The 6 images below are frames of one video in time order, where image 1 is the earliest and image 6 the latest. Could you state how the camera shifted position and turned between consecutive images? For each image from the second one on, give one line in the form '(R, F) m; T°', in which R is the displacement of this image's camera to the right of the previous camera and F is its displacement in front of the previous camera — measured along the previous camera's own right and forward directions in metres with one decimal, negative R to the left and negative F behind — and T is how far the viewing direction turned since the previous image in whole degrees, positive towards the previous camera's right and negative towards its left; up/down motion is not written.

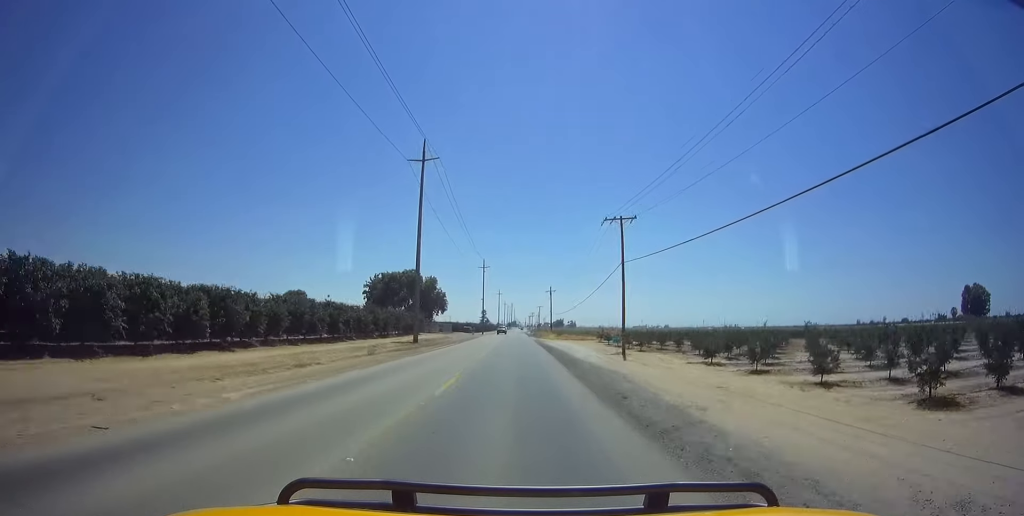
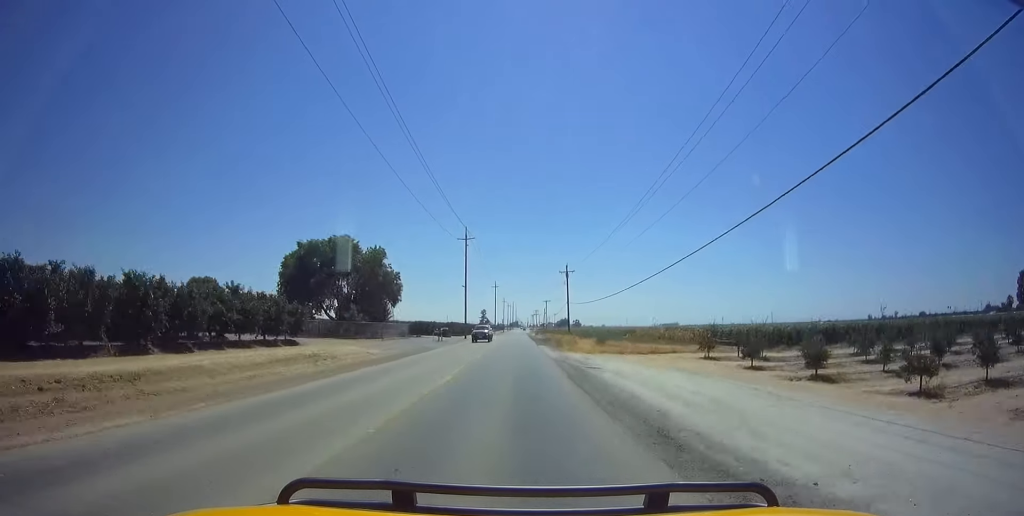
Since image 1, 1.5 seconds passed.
(+0.7, +42.9) m; +1°
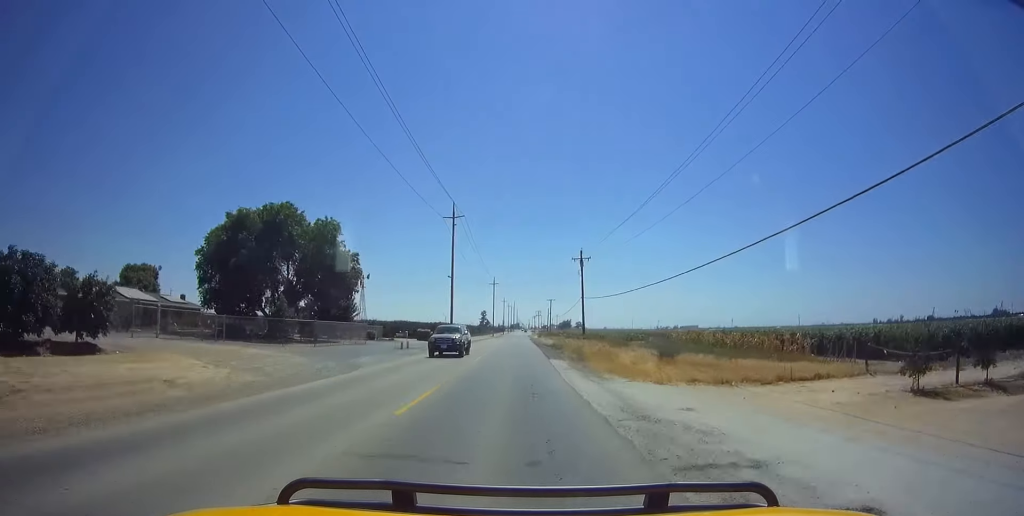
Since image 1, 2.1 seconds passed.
(0.0, +18.5) m; 0°
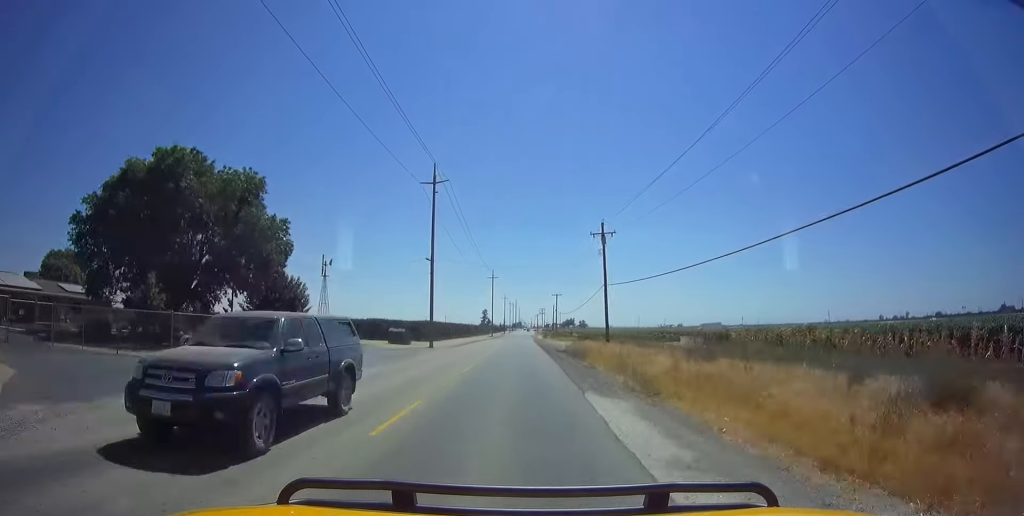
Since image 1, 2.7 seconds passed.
(0.0, +16.5) m; -1°
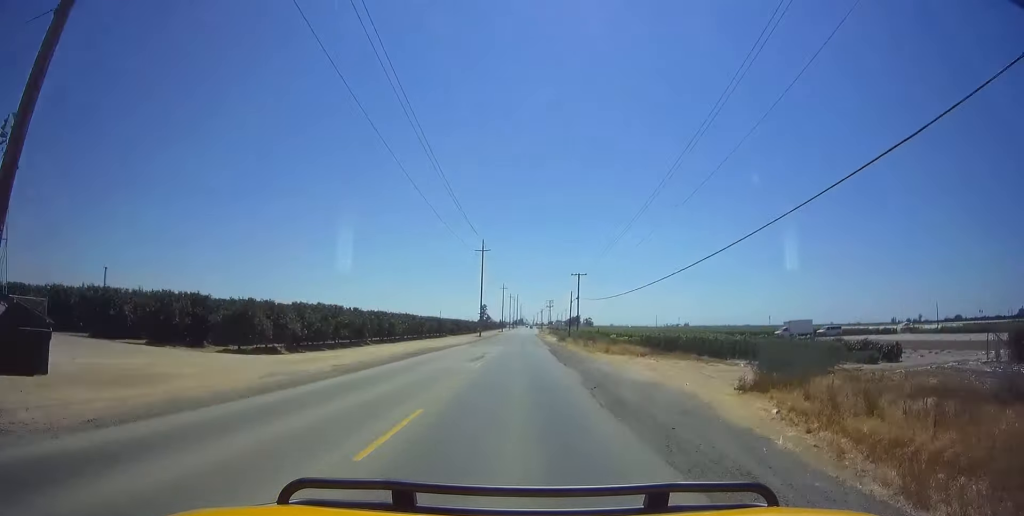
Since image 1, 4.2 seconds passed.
(-0.9, +45.5) m; -1°
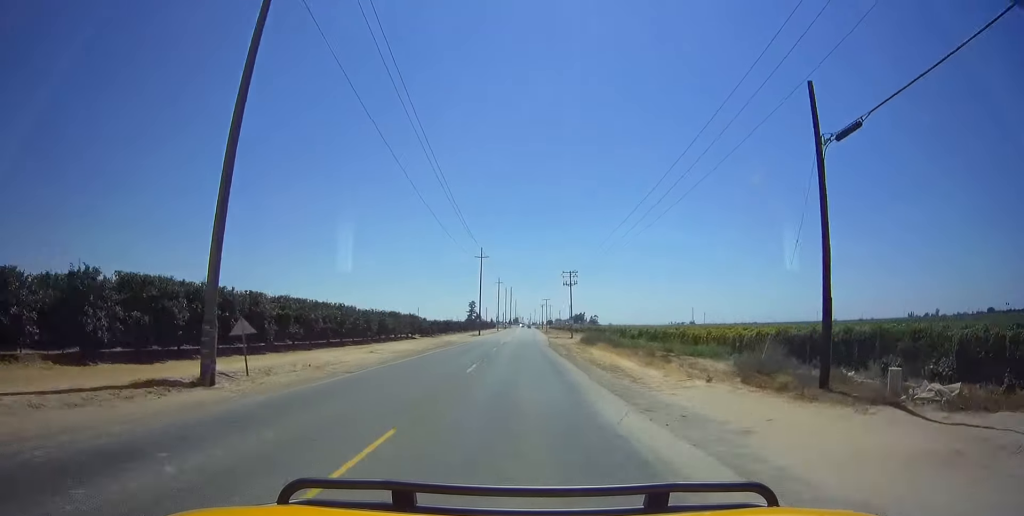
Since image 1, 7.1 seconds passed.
(+2.1, +84.3) m; +1°
